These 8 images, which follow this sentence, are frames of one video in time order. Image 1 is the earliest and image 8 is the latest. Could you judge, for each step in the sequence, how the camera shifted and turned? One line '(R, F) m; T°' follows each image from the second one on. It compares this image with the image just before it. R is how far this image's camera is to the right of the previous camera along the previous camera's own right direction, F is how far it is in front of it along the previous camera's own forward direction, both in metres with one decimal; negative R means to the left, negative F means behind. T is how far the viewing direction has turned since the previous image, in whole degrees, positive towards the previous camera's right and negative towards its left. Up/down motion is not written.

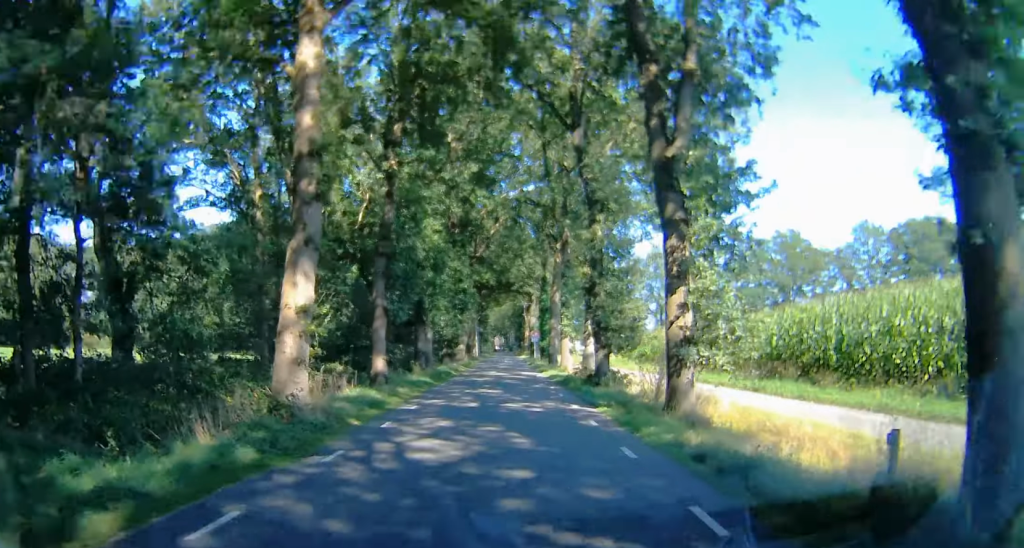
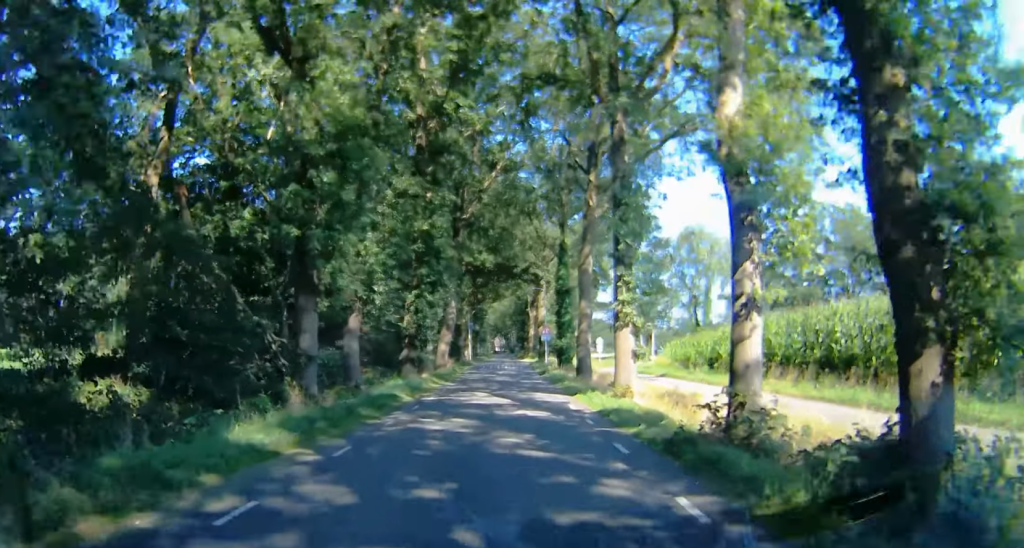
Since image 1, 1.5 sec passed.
(0.0, +20.0) m; 0°
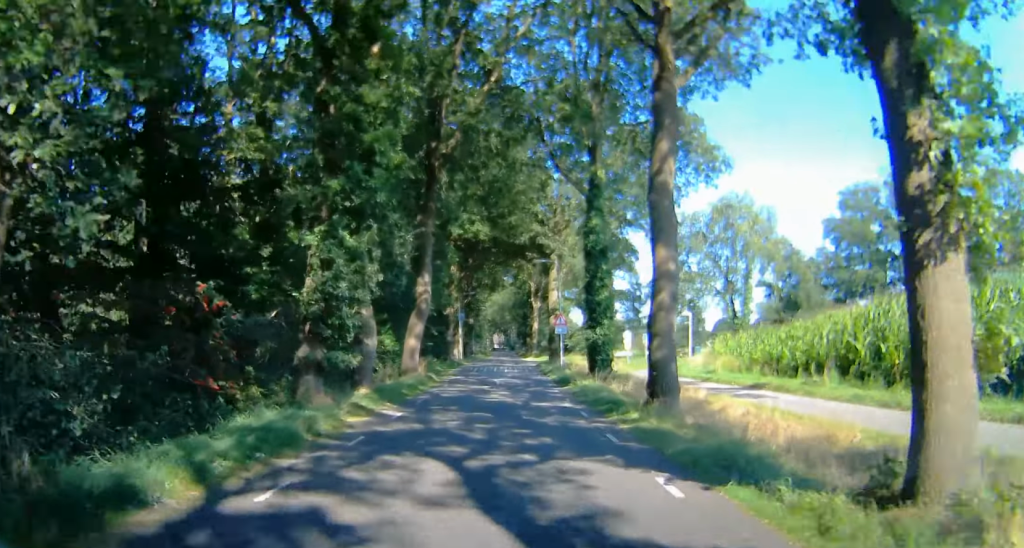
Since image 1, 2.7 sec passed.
(0.0, +15.1) m; 0°
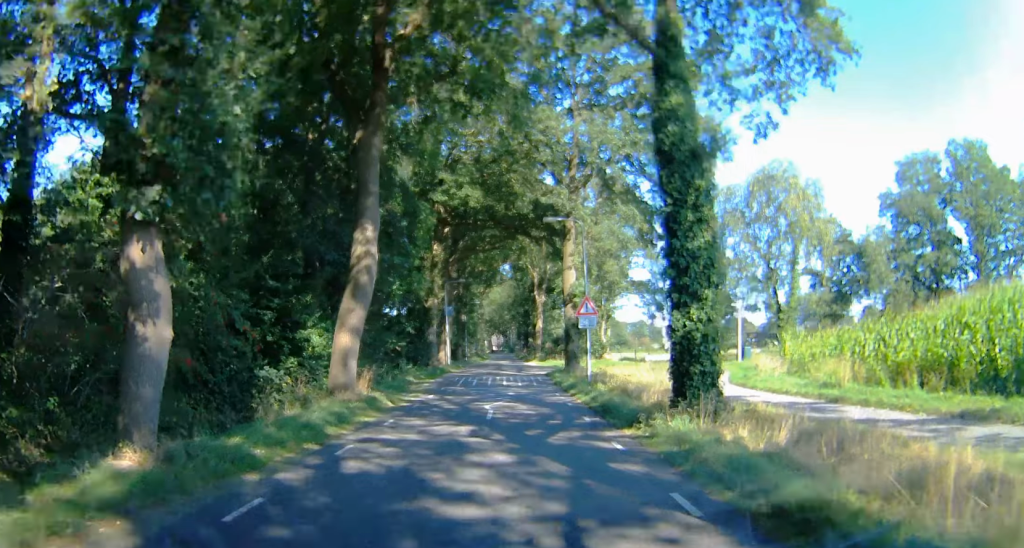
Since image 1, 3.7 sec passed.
(-0.1, +12.9) m; -1°
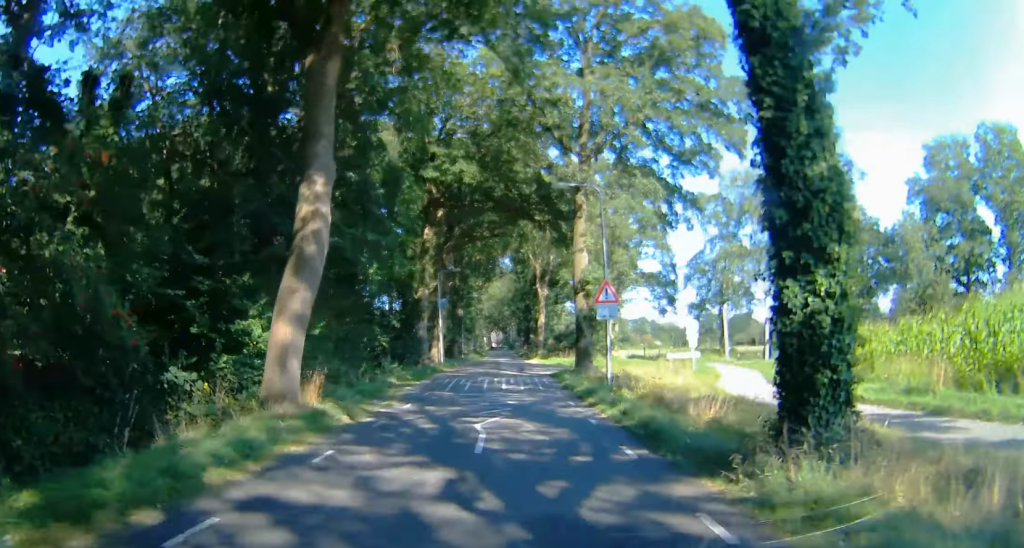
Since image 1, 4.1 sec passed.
(-0.1, +5.2) m; 0°
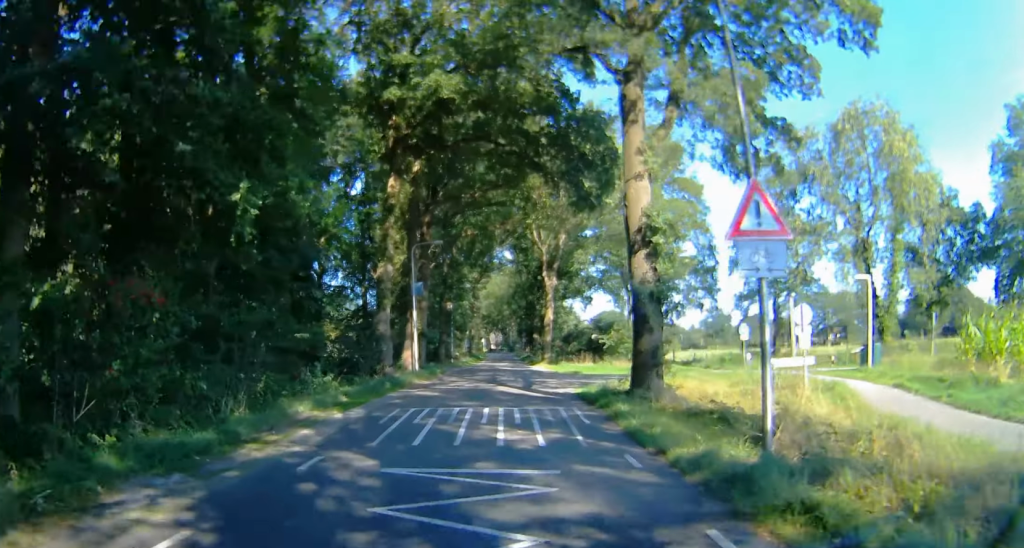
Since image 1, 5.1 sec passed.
(+0.2, +12.7) m; 0°
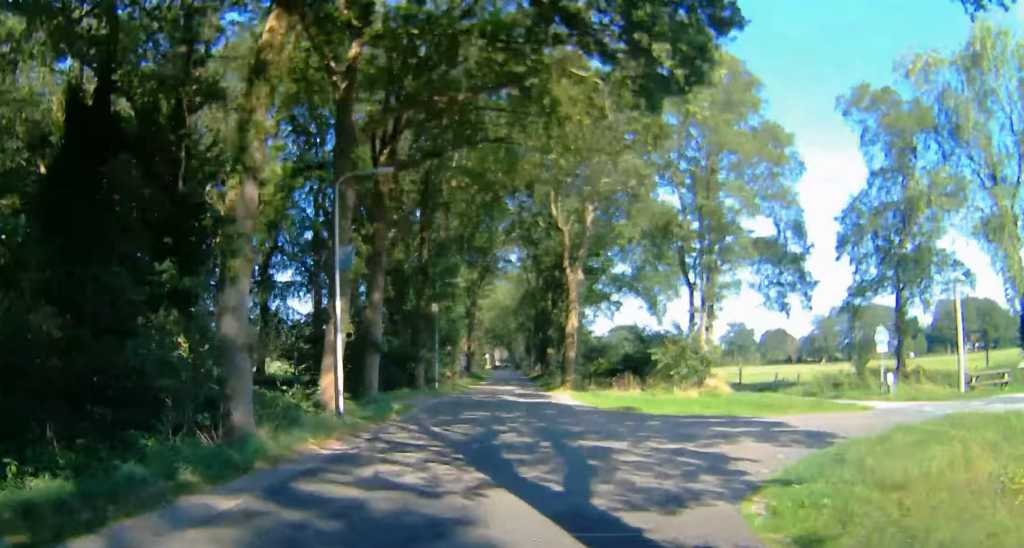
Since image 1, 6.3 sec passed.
(-0.2, +15.6) m; -2°
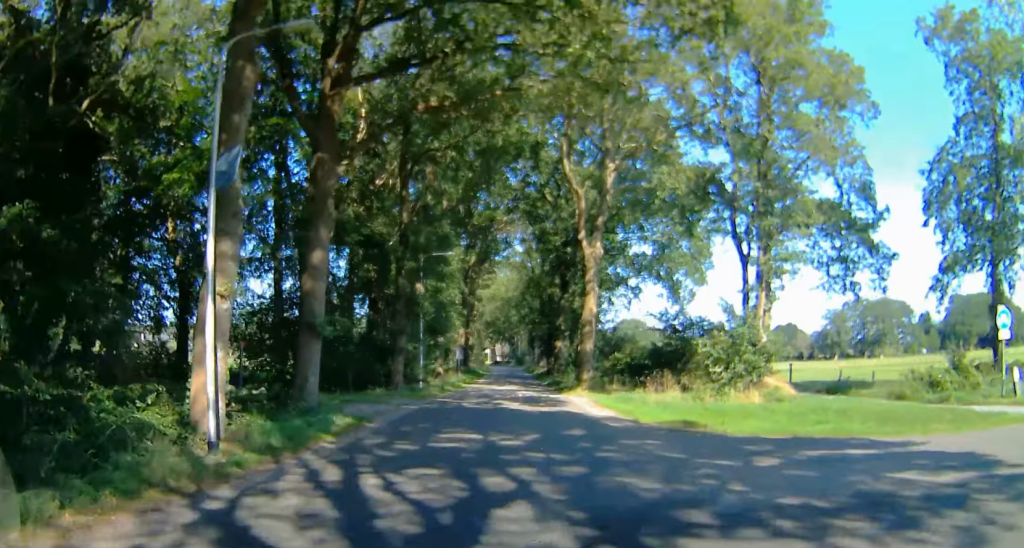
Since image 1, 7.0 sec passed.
(0.0, +7.9) m; -3°
